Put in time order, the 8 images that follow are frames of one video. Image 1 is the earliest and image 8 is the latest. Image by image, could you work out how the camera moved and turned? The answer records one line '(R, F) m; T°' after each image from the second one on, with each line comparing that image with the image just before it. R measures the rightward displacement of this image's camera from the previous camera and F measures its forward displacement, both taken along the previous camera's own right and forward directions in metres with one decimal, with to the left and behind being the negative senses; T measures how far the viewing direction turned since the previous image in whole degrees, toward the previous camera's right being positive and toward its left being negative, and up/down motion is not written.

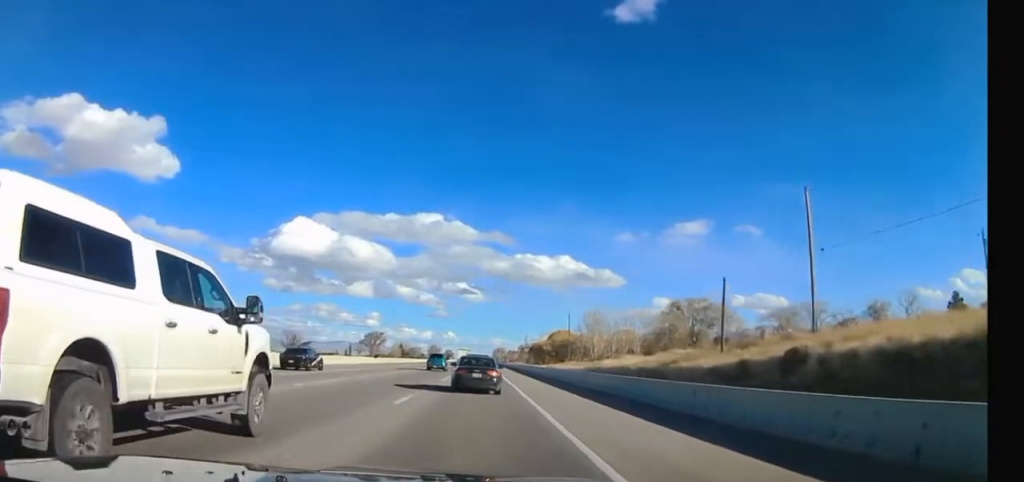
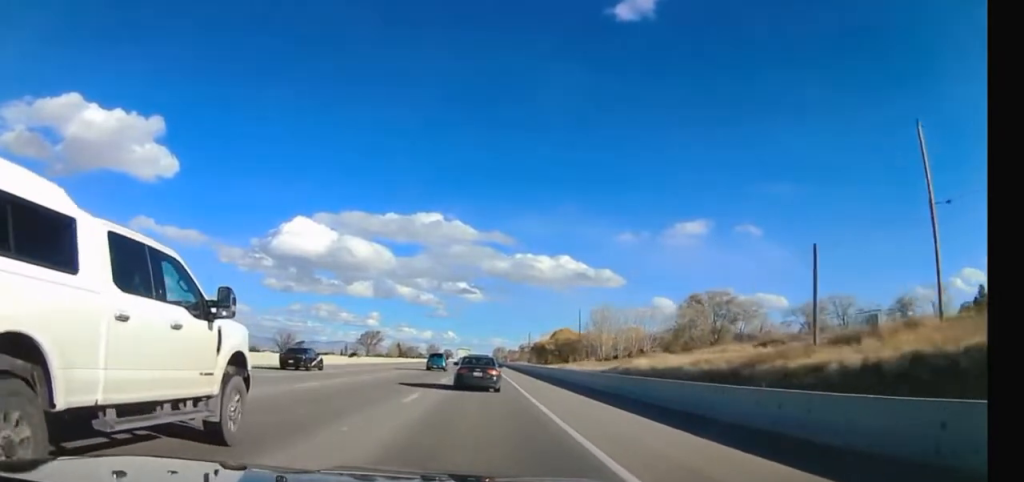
(0.0, +14.8) m; 0°
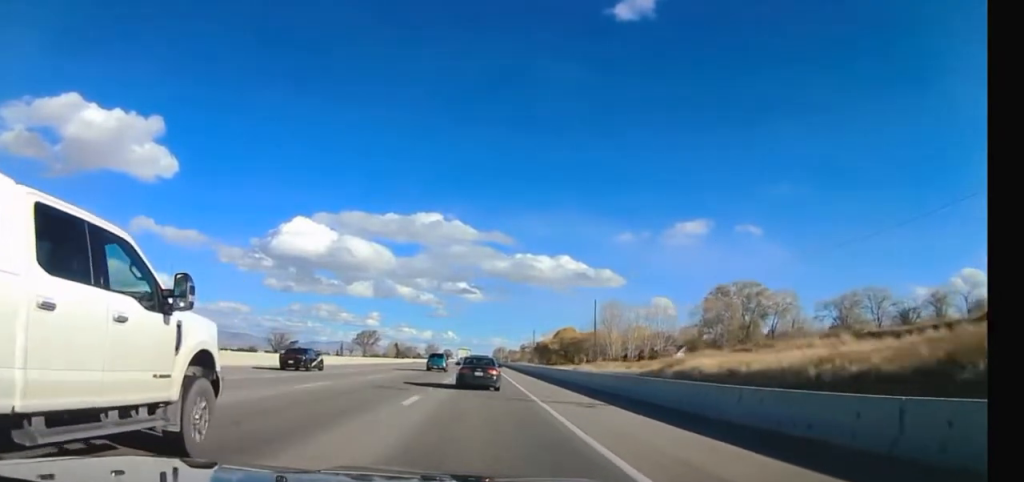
(-0.1, +14.4) m; 0°
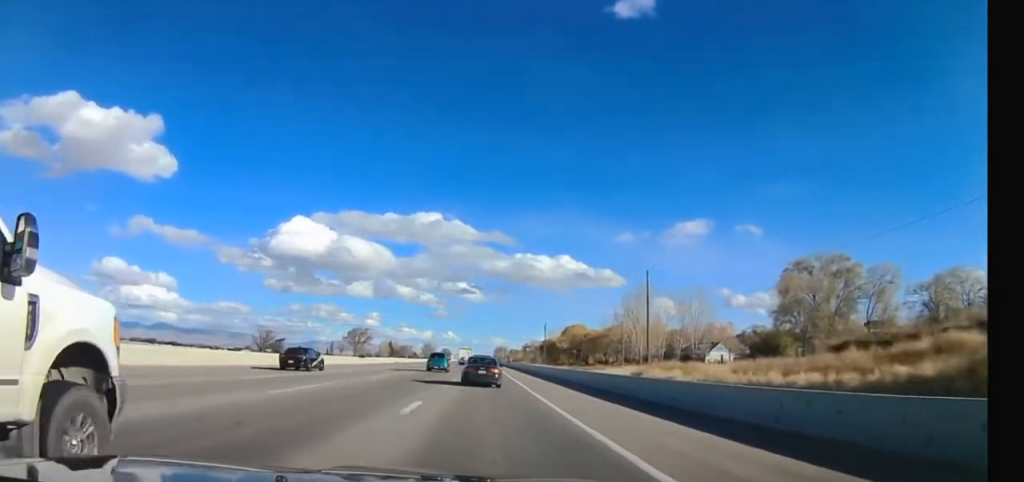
(+0.3, +29.4) m; +1°
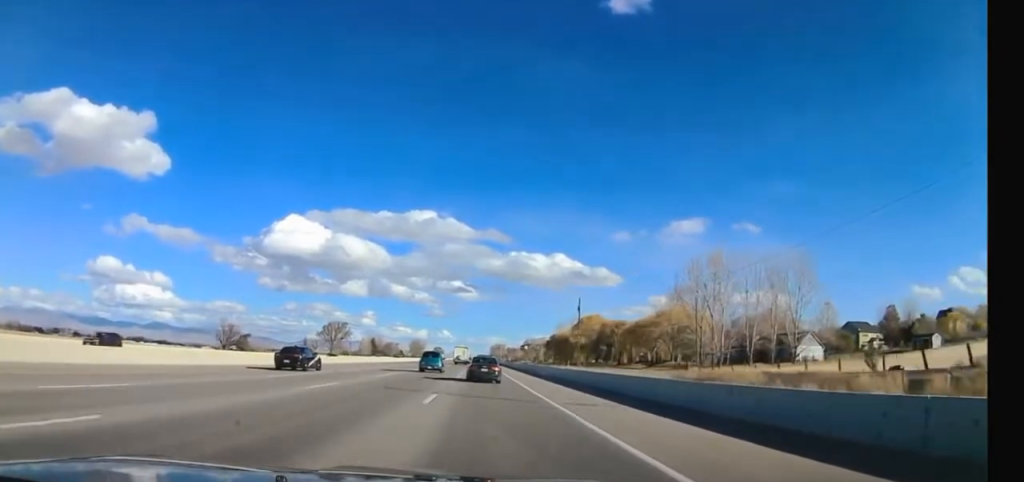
(+1.1, +58.4) m; +1°
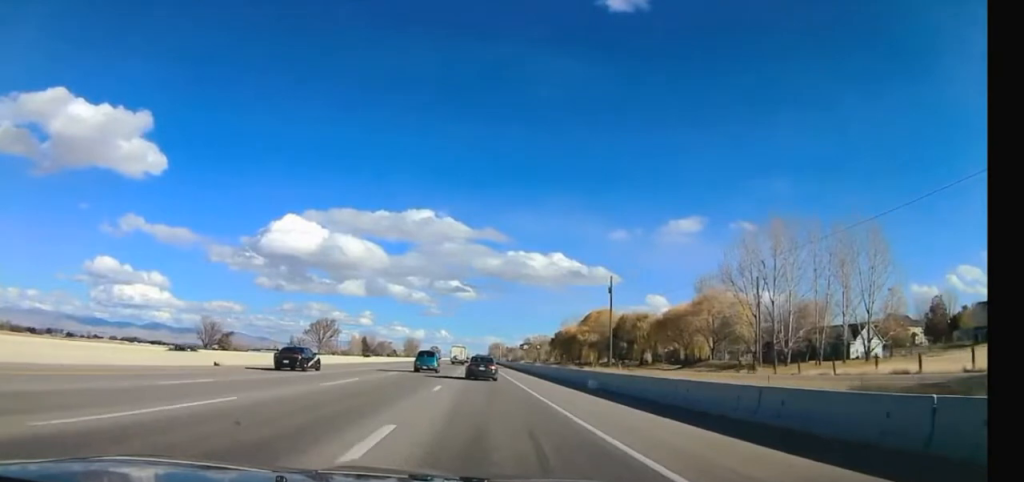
(0.0, +31.1) m; -1°
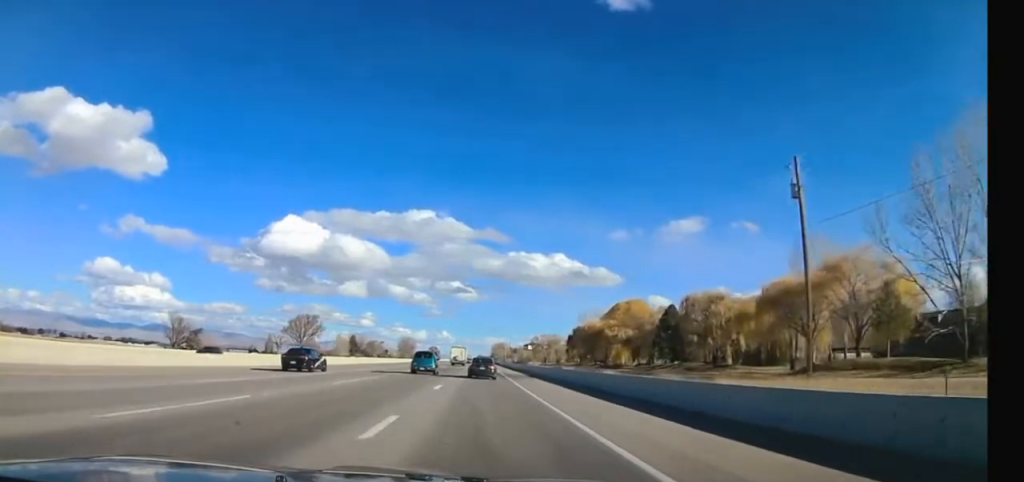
(-0.8, +46.7) m; -1°
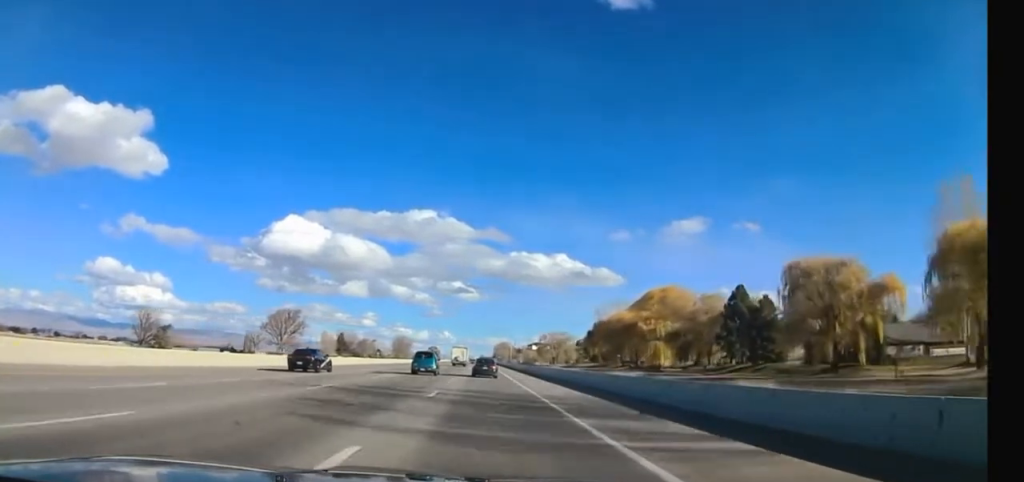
(-0.2, +35.6) m; 0°
